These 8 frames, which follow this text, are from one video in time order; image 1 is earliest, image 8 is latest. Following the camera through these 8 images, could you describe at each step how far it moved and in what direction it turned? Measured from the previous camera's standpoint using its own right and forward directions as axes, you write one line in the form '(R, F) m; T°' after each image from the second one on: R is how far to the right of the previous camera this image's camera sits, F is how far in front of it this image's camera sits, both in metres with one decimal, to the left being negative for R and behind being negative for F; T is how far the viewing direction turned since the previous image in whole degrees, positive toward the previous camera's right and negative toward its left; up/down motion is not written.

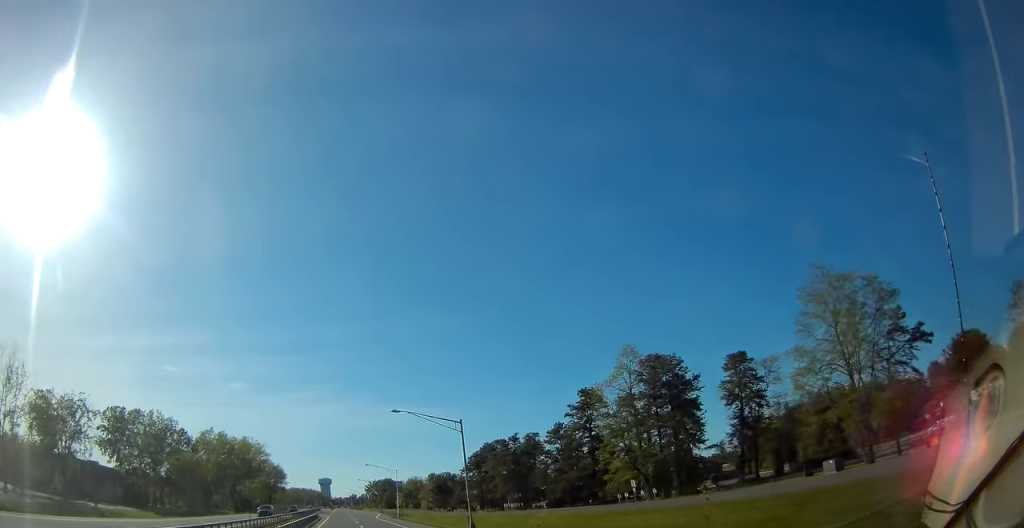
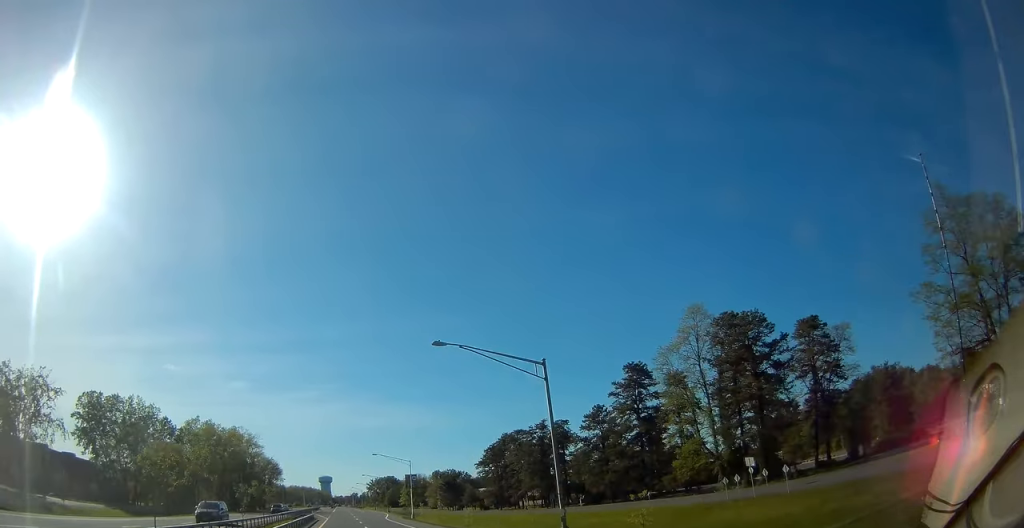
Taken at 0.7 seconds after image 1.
(-0.2, +17.1) m; 0°
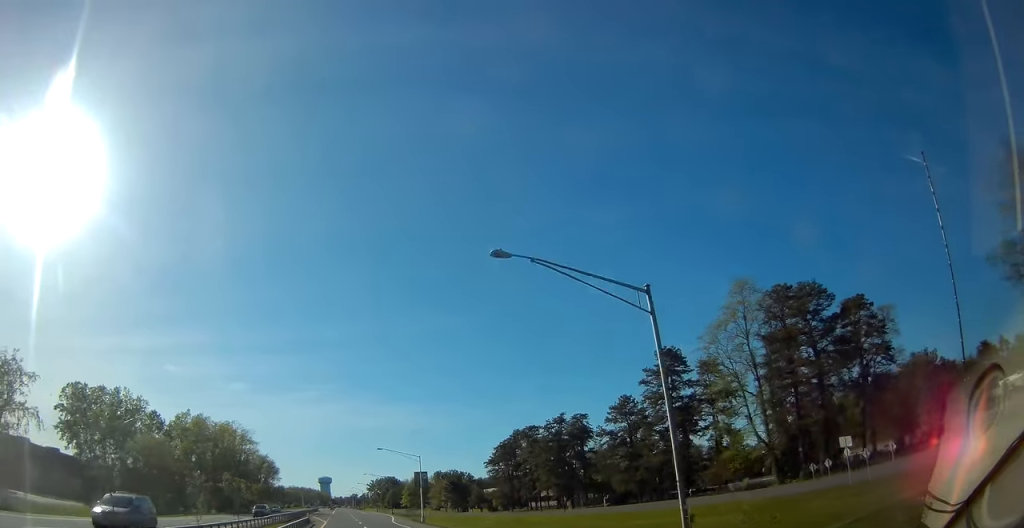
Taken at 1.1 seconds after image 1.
(+0.1, +9.4) m; 0°
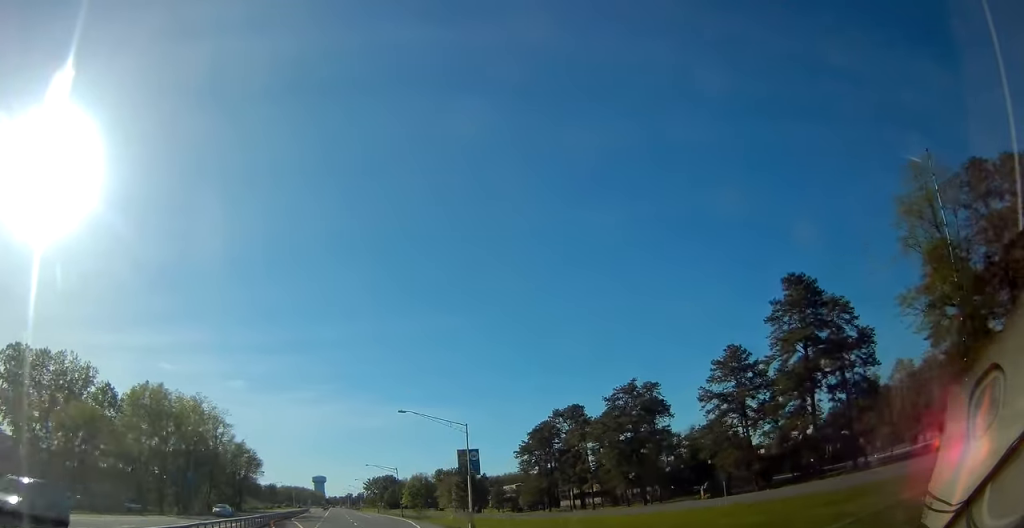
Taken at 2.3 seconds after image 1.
(0.0, +27.4) m; 0°
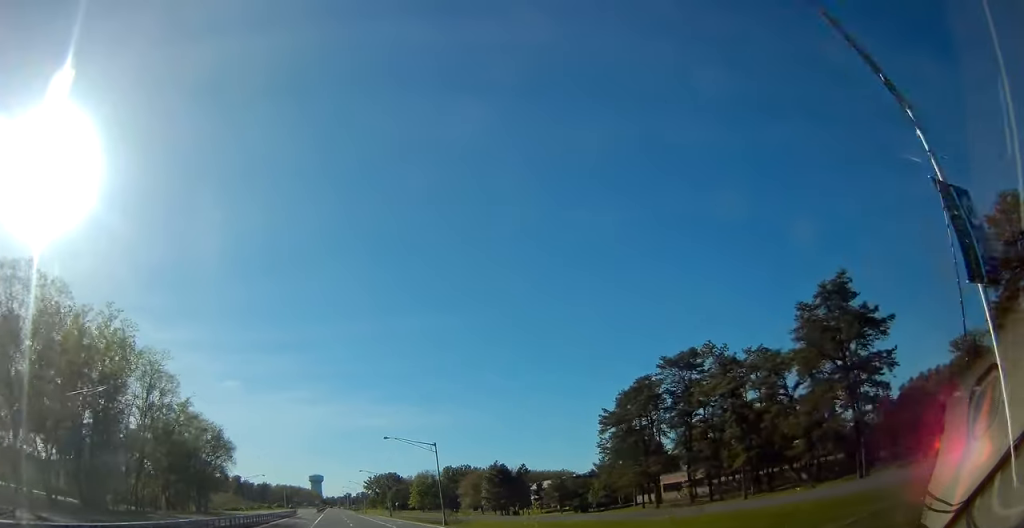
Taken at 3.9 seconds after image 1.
(+0.1, +38.2) m; 0°
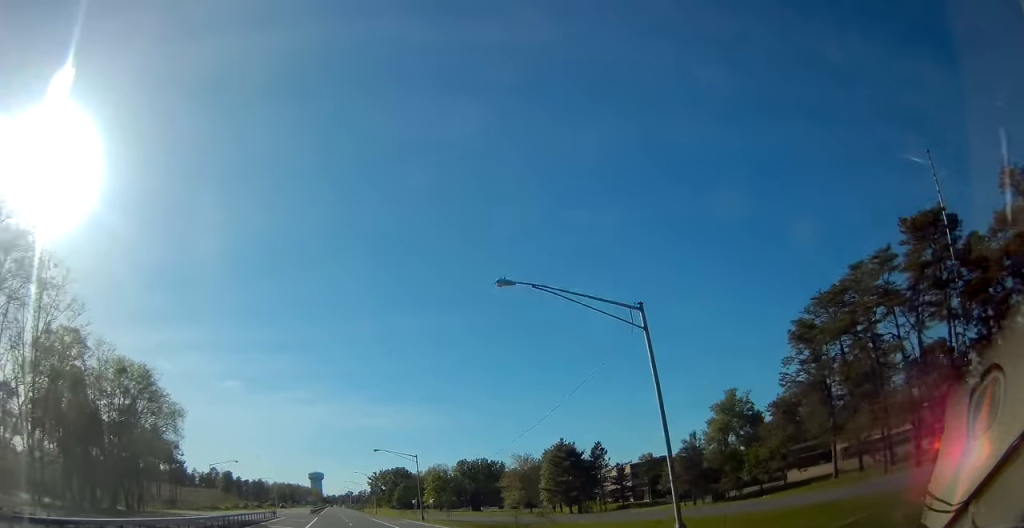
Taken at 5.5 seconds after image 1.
(0.0, +39.5) m; +1°
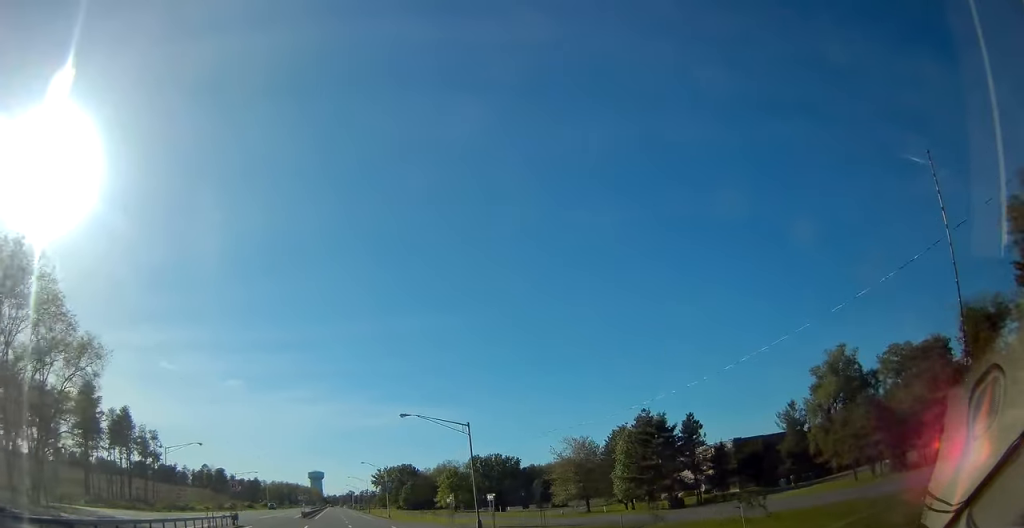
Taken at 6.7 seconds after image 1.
(-0.1, +27.8) m; 0°
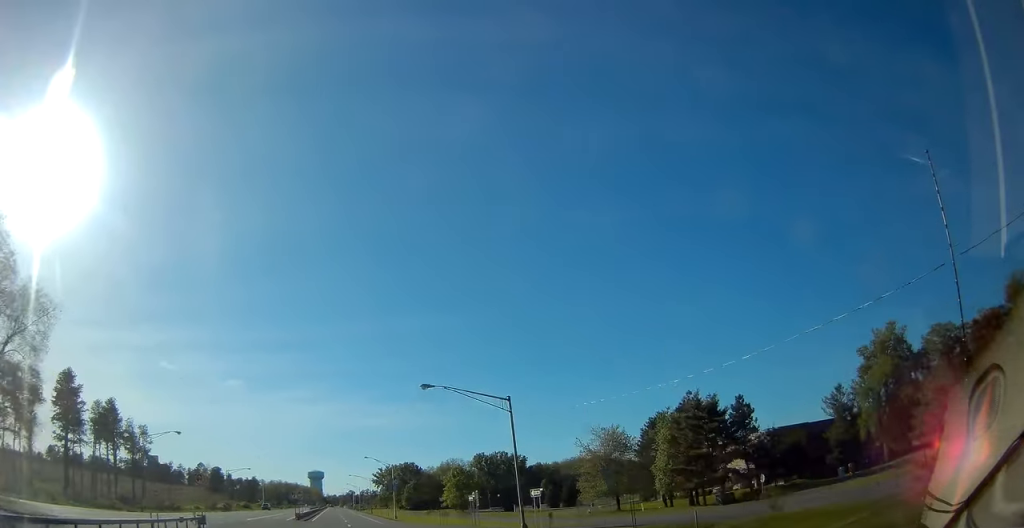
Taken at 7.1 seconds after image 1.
(0.0, +10.6) m; 0°
